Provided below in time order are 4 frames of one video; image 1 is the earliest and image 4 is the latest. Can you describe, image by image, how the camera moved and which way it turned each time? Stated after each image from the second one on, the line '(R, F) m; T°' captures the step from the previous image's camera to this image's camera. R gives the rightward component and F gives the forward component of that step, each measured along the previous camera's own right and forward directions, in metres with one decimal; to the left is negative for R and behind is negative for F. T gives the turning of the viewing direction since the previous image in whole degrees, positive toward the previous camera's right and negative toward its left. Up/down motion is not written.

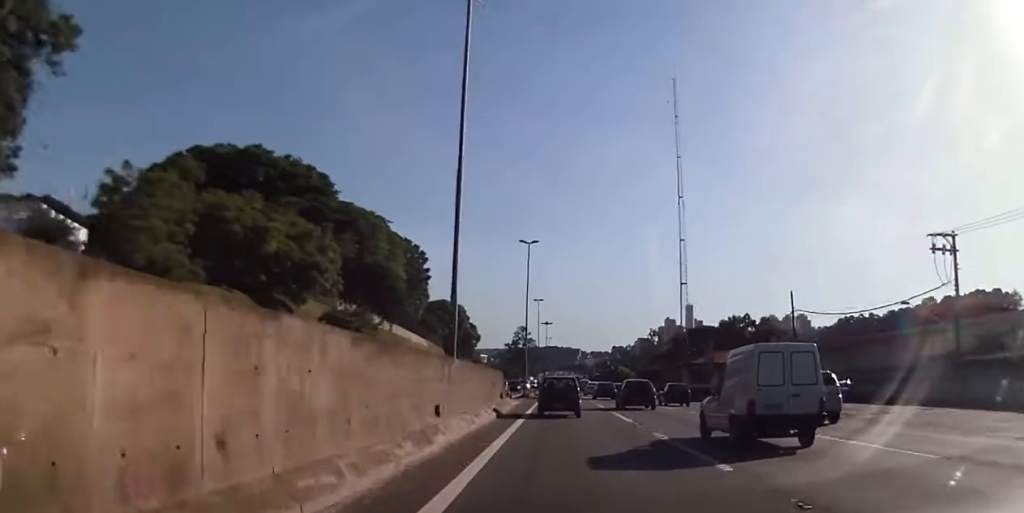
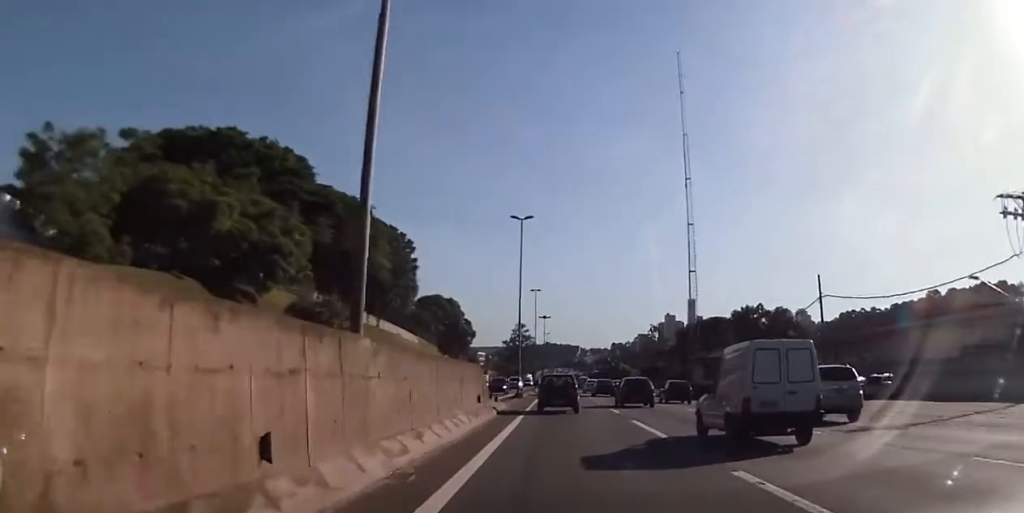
(0.0, +7.6) m; 0°
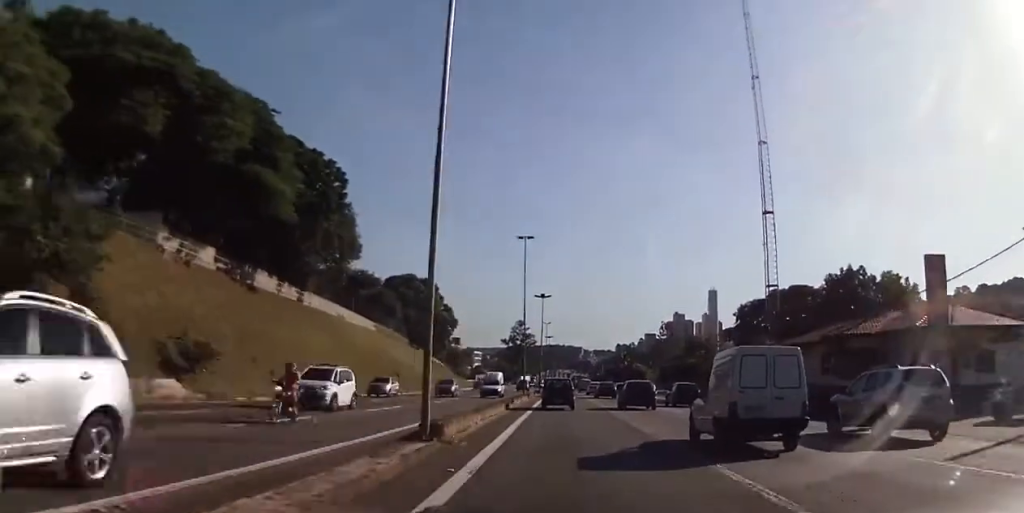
(-0.3, +32.4) m; 0°
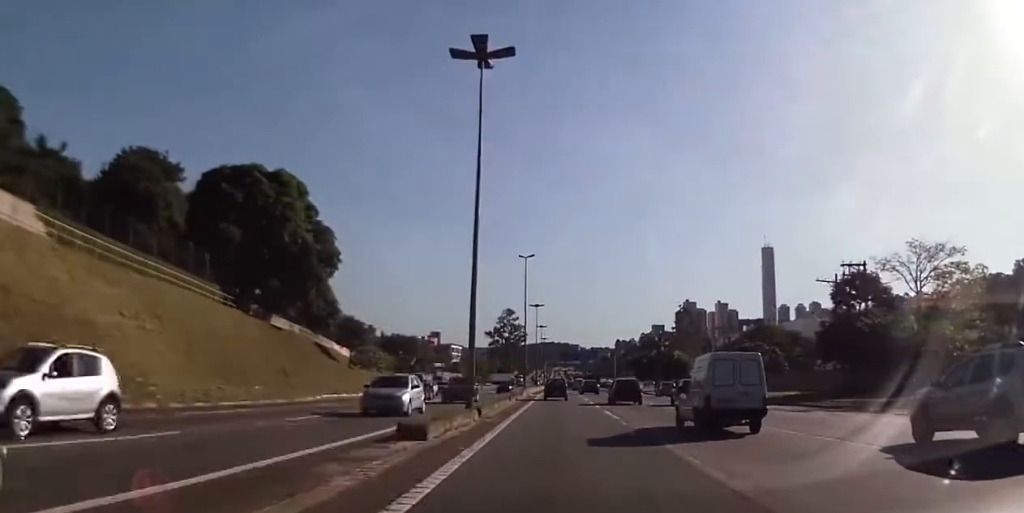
(+1.0, +66.4) m; +2°
